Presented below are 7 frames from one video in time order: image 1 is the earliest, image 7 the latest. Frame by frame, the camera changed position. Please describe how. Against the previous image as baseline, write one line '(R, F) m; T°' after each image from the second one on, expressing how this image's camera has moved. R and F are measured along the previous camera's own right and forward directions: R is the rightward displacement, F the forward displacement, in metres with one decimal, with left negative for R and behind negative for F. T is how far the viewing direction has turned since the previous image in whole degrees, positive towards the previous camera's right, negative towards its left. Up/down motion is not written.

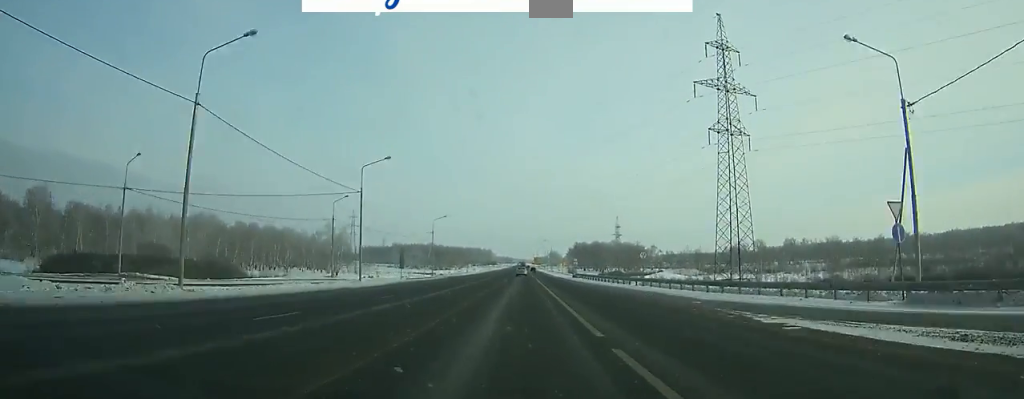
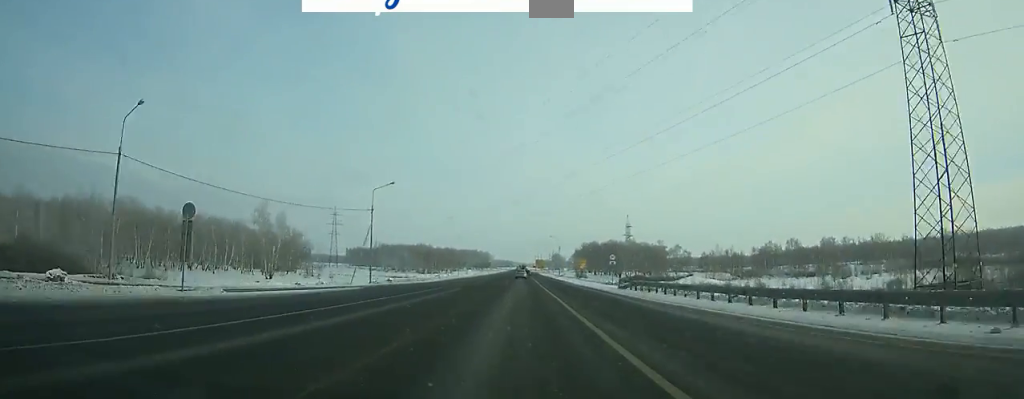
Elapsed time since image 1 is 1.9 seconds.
(+0.1, +50.1) m; 0°
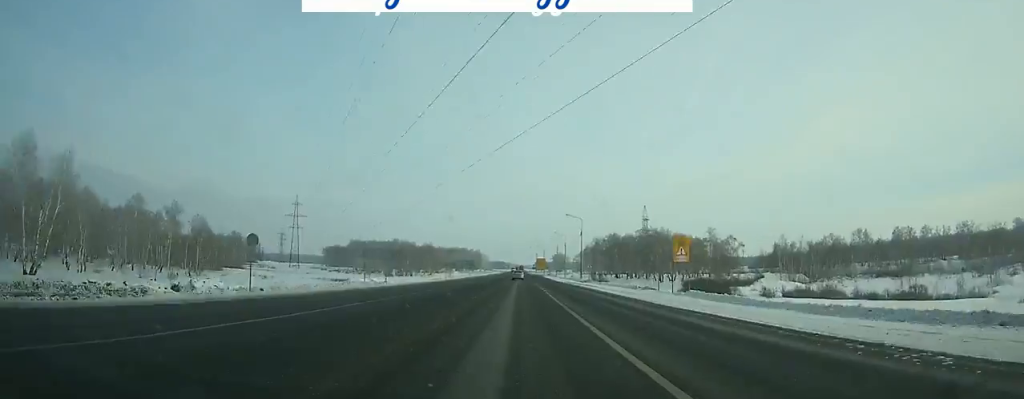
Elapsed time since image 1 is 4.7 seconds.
(-0.2, +71.3) m; 0°
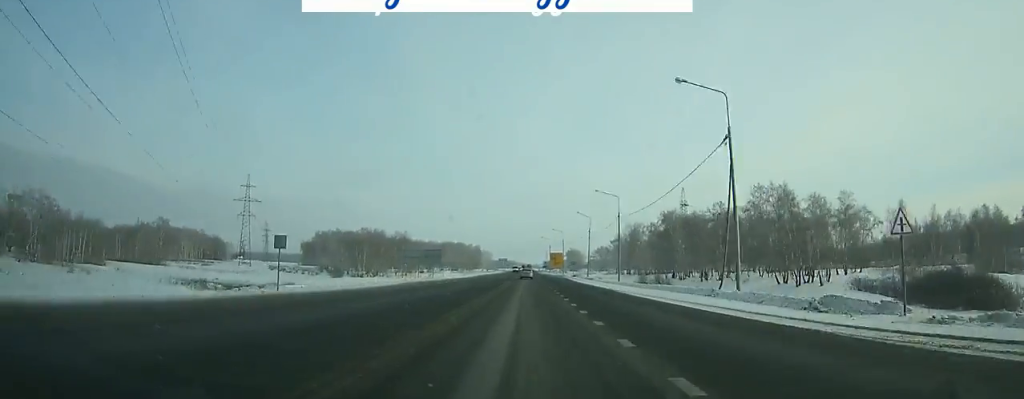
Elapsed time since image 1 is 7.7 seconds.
(-0.3, +72.2) m; 0°
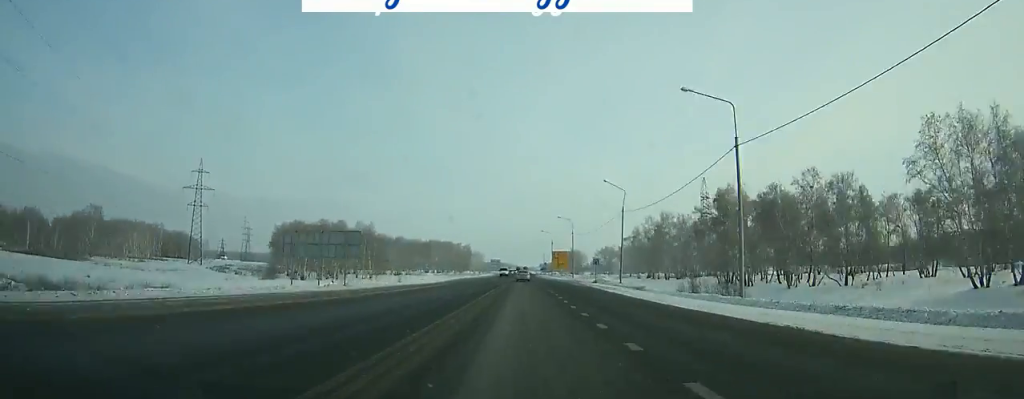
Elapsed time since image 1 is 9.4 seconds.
(+0.1, +38.3) m; 0°
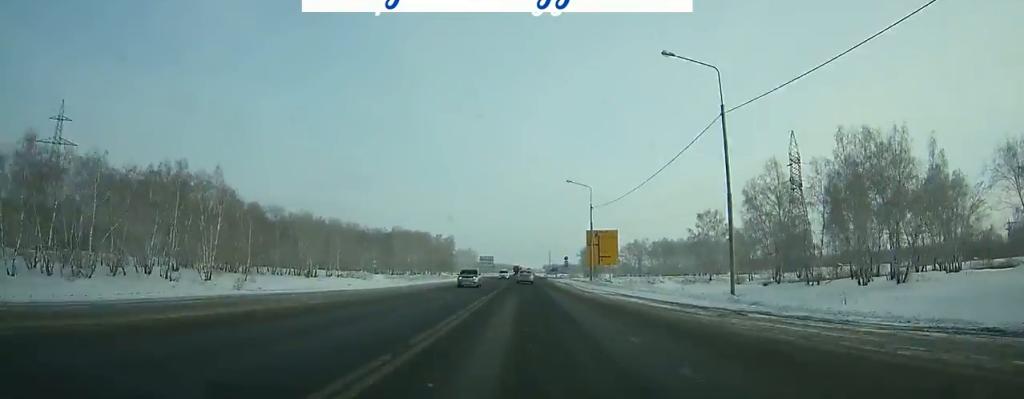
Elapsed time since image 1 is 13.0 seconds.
(0.0, +76.3) m; 0°
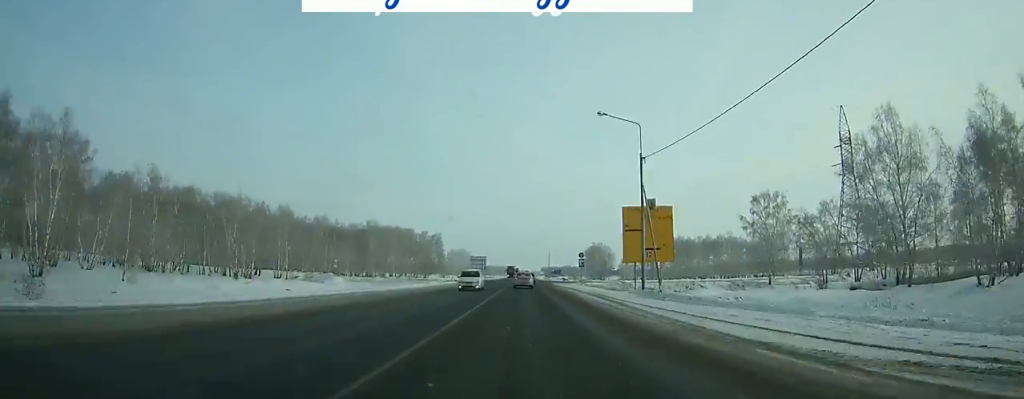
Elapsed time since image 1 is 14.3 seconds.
(0.0, +24.9) m; 0°
